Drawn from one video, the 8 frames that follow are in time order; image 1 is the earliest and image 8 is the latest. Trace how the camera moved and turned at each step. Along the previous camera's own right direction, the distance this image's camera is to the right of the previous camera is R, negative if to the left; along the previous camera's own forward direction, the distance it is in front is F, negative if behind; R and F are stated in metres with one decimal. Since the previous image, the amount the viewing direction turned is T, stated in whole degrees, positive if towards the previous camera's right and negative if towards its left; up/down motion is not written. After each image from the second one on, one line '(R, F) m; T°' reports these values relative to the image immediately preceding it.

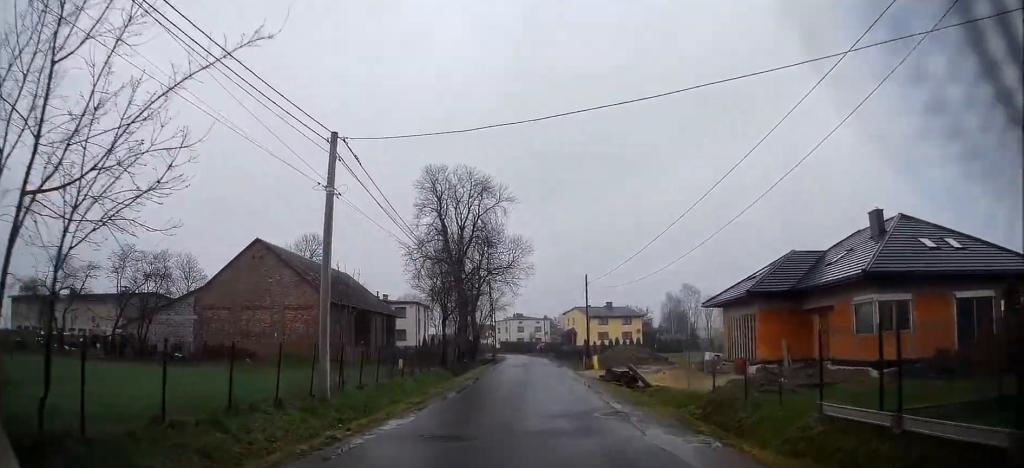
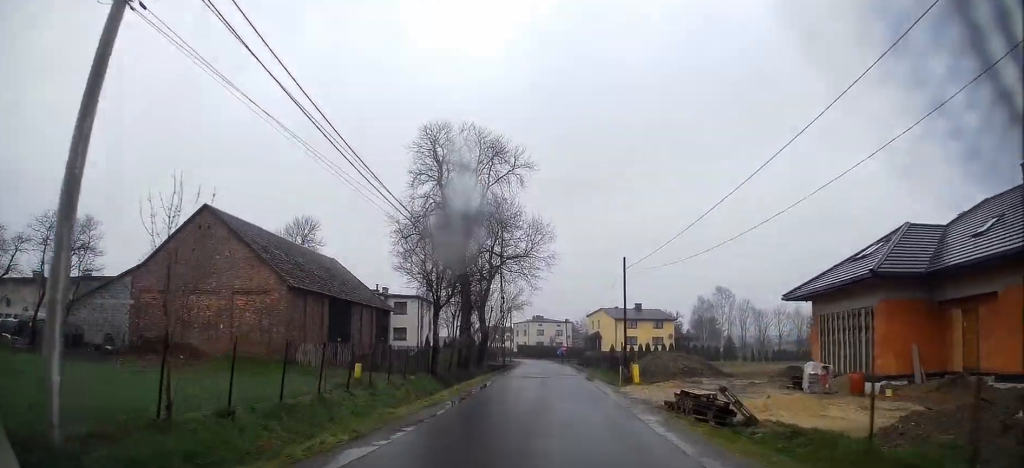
(0.0, +11.3) m; 0°
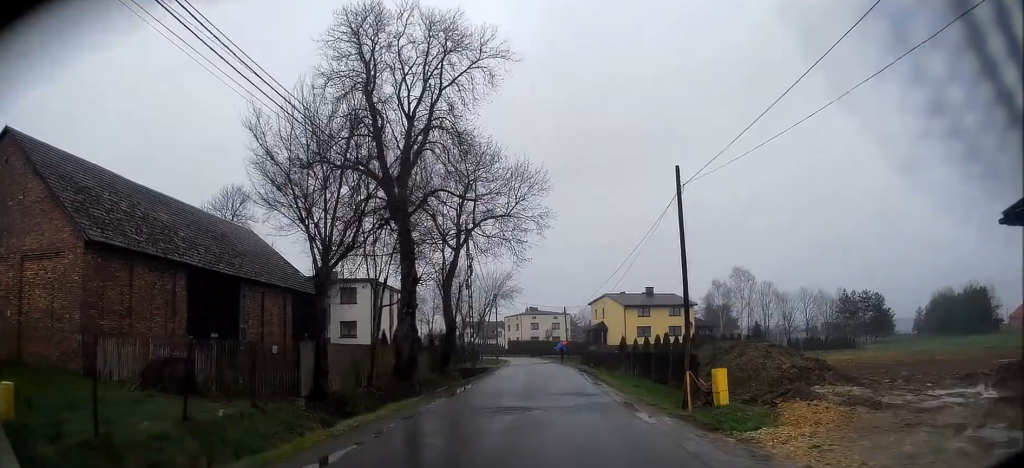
(-0.3, +16.8) m; -1°
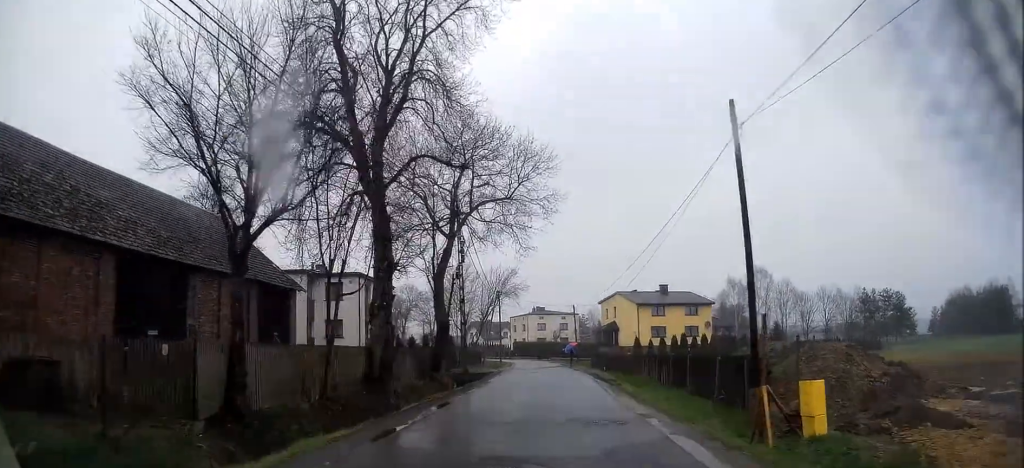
(0.0, +5.6) m; 0°
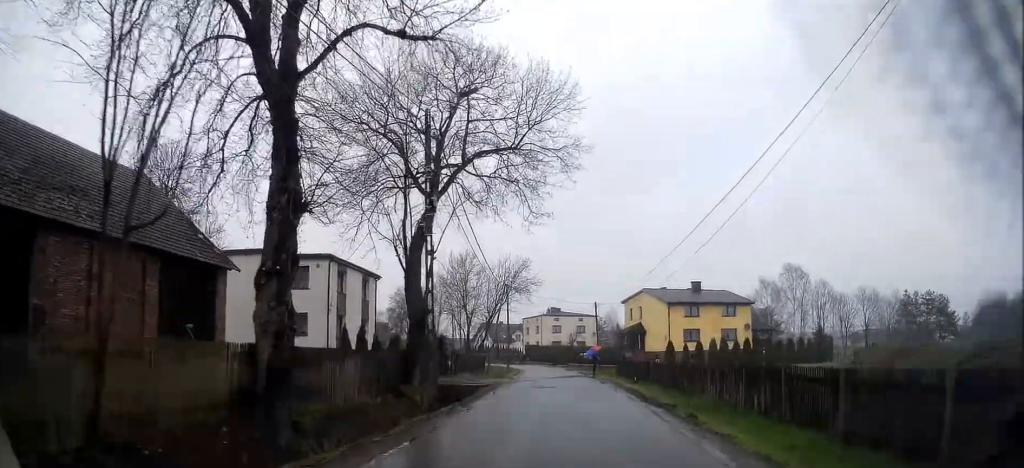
(0.0, +10.5) m; -1°
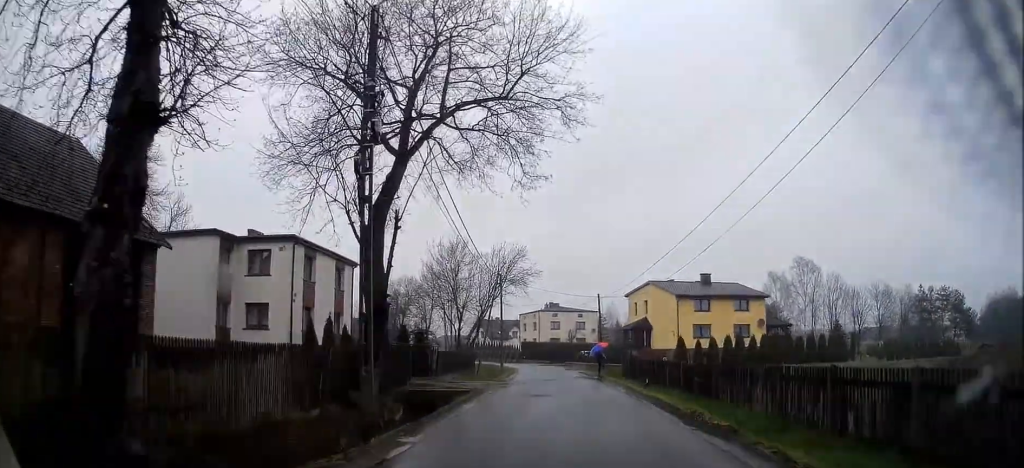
(-0.1, +5.6) m; -1°
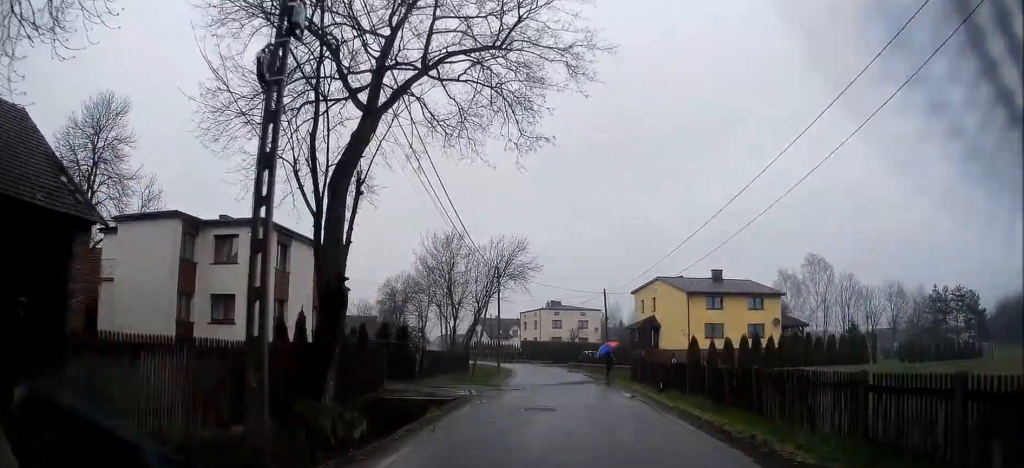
(0.0, +4.1) m; -1°
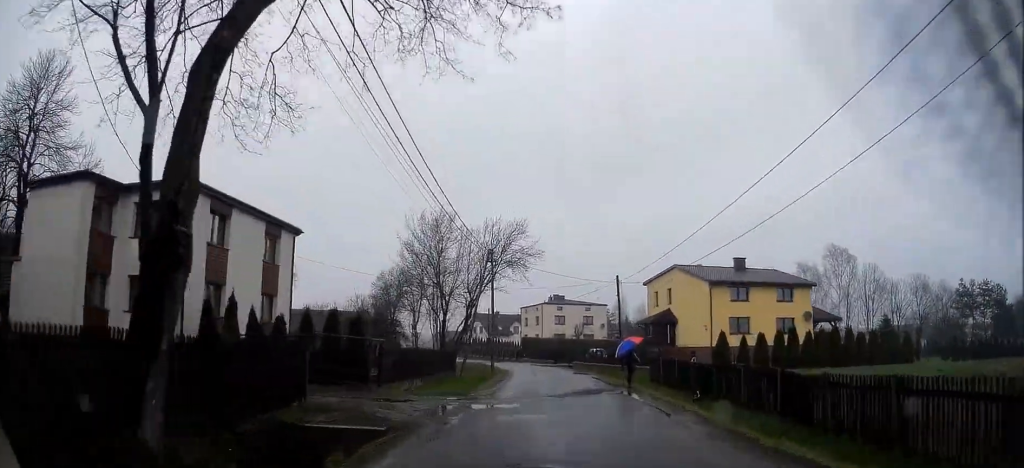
(-0.1, +6.9) m; -1°
